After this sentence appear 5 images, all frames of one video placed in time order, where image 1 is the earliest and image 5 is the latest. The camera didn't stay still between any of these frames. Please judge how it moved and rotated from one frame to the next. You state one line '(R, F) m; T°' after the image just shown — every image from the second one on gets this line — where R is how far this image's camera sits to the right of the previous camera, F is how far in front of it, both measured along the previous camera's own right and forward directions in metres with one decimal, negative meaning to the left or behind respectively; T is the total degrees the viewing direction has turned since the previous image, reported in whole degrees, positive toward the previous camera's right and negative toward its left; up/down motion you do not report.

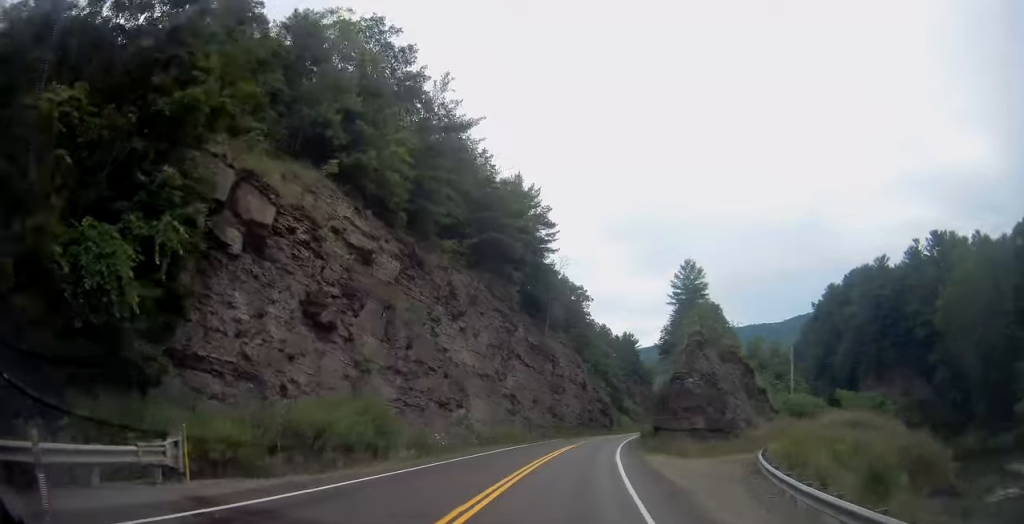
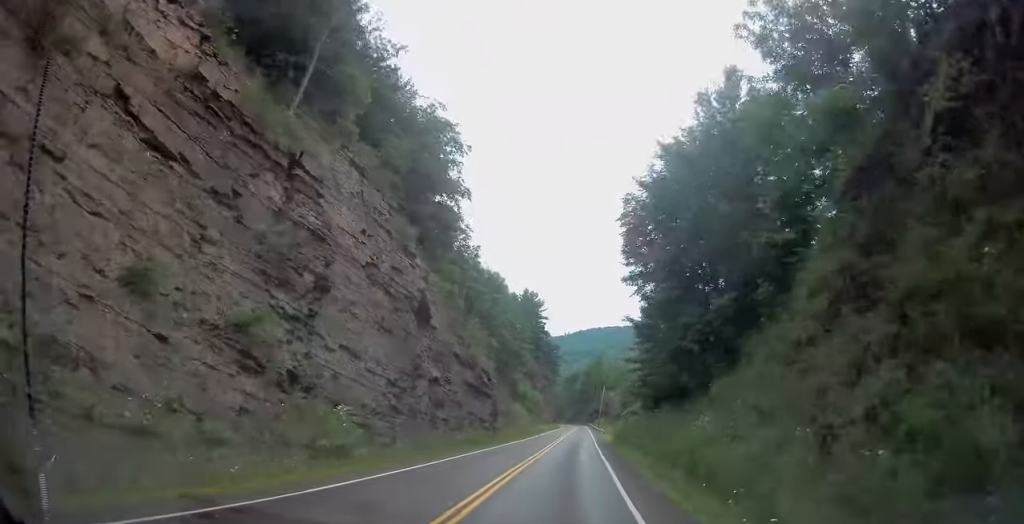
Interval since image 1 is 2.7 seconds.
(+5.8, +60.9) m; +9°
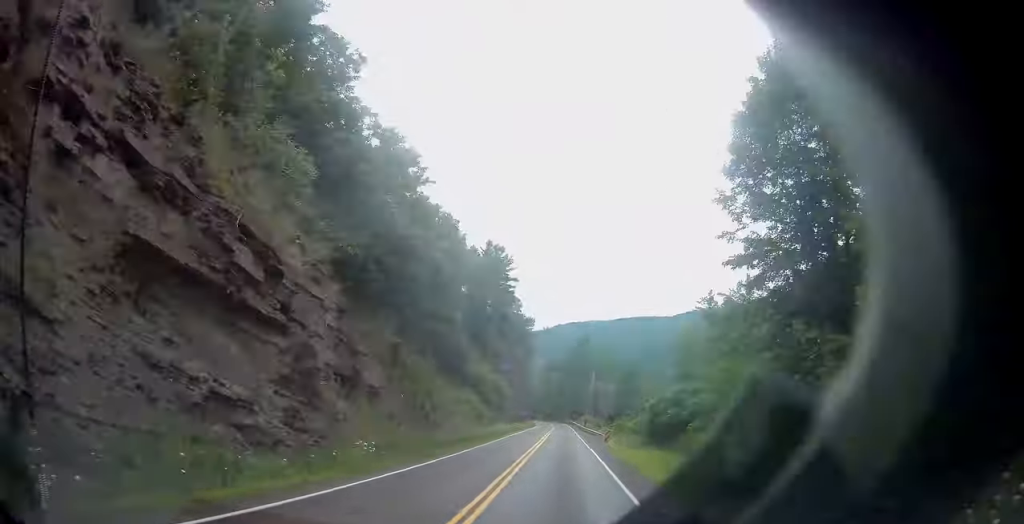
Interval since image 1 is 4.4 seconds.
(+0.9, +39.5) m; +2°
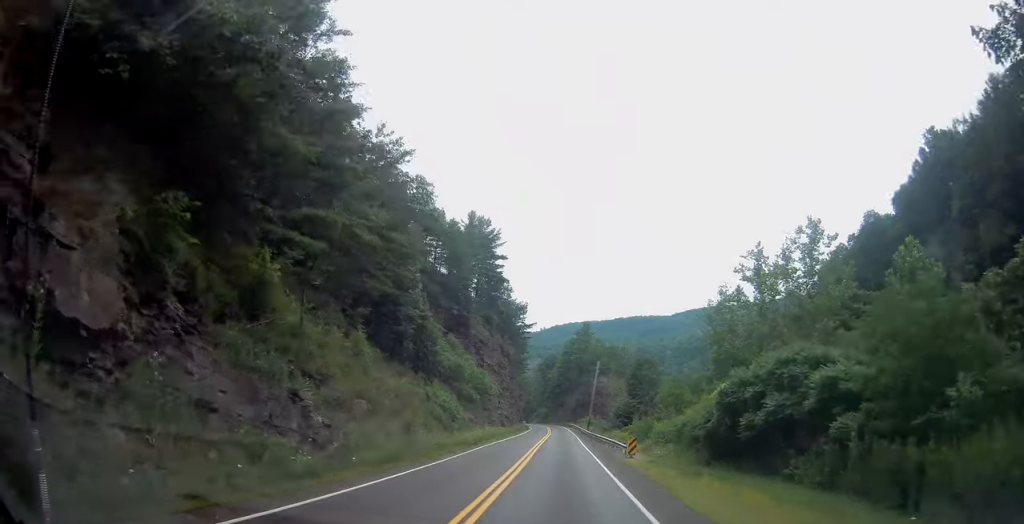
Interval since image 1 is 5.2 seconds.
(+0.1, +18.1) m; 0°
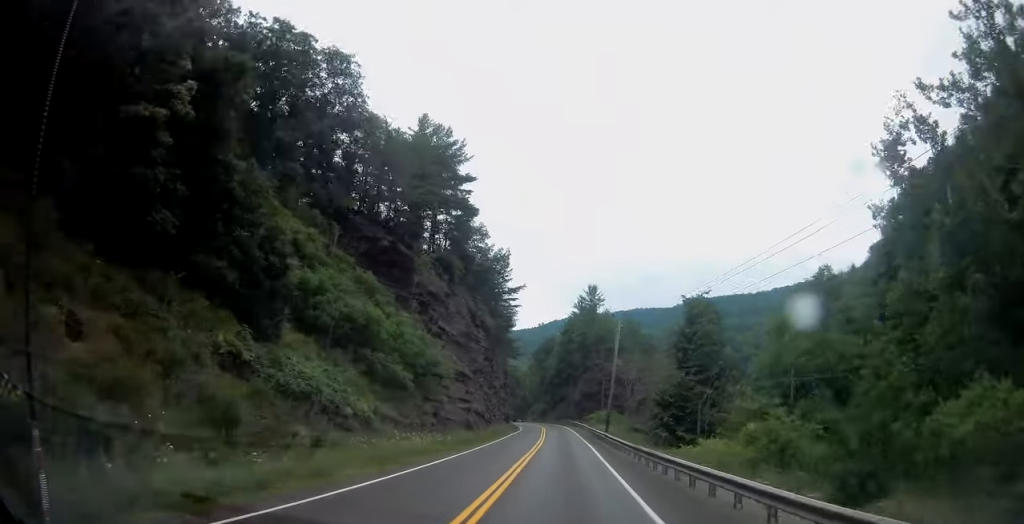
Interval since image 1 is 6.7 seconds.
(0.0, +33.9) m; -1°
